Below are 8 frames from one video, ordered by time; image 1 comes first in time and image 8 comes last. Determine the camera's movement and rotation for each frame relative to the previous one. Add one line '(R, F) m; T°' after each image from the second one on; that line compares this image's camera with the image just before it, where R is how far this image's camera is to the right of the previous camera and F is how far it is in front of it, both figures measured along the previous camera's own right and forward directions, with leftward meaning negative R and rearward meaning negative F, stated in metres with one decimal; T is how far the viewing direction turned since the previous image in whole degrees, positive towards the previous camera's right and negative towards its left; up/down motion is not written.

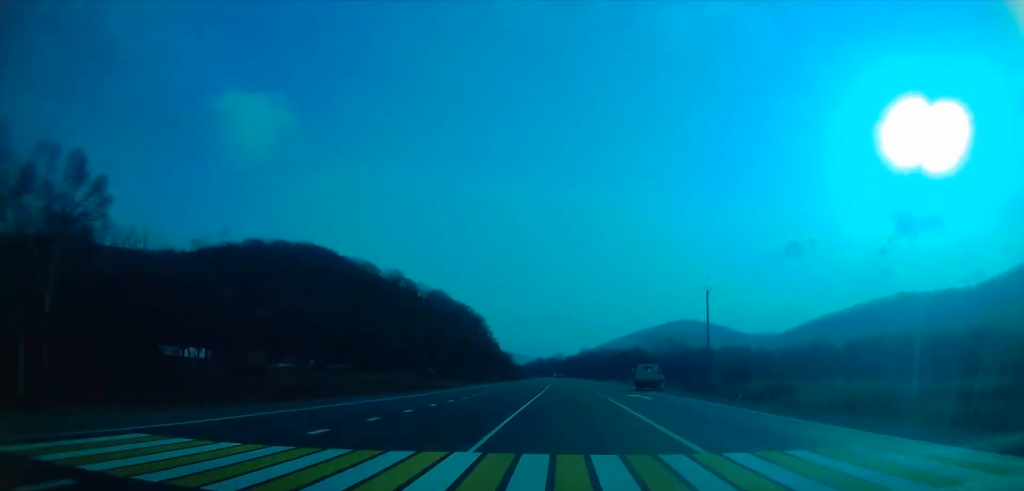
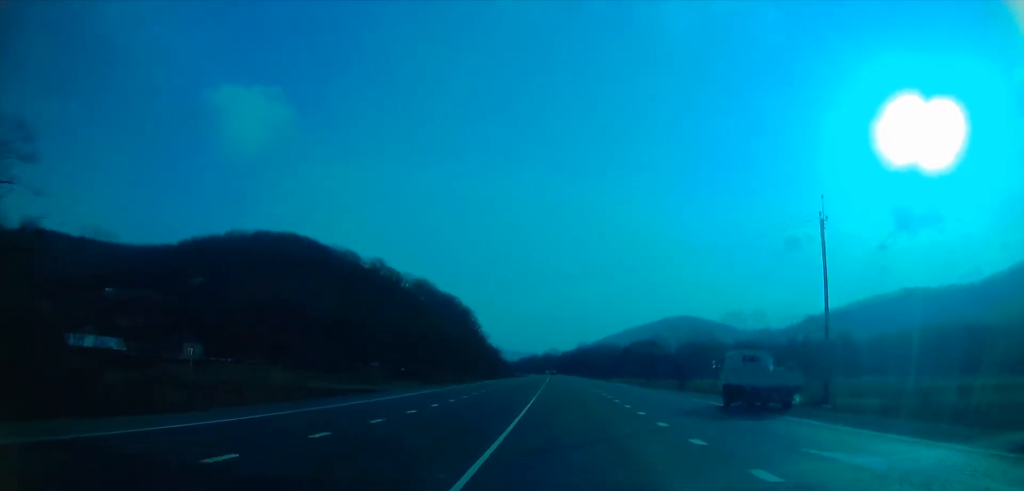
(+0.4, +28.1) m; +1°
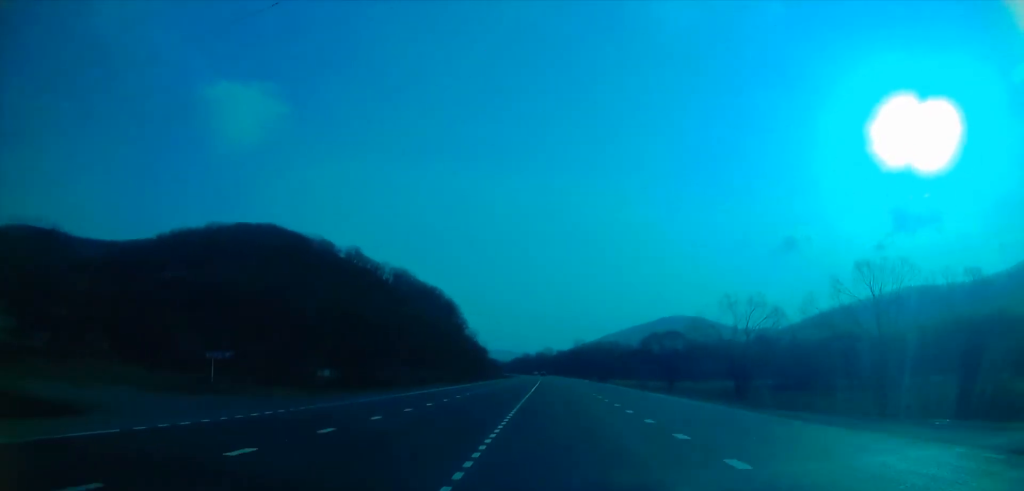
(-0.2, +30.6) m; 0°
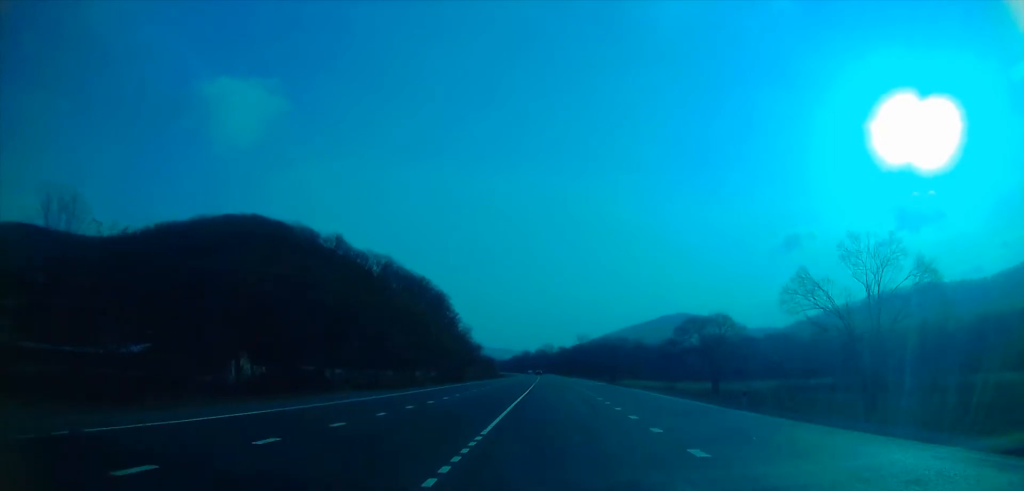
(+0.3, +26.1) m; 0°
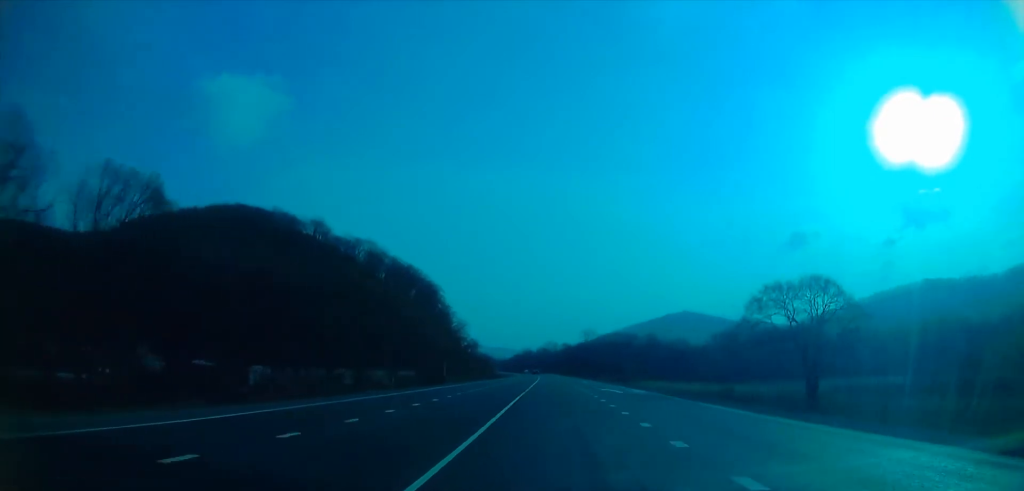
(-0.4, +26.4) m; 0°
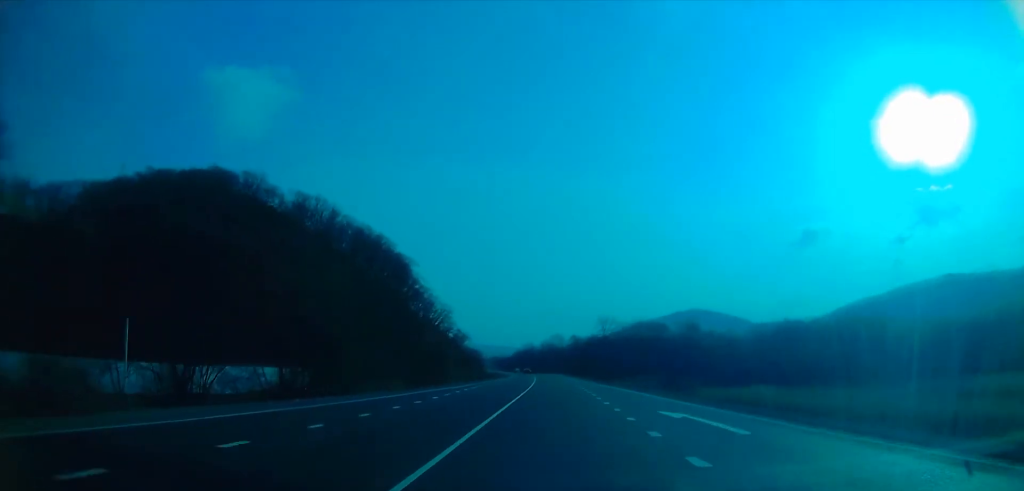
(+0.2, +53.0) m; 0°
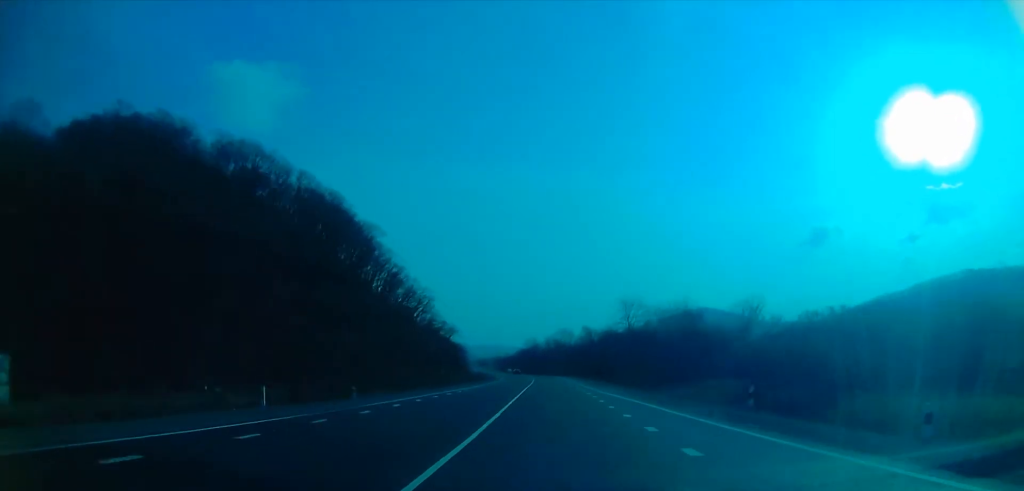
(-0.4, +42.2) m; -1°
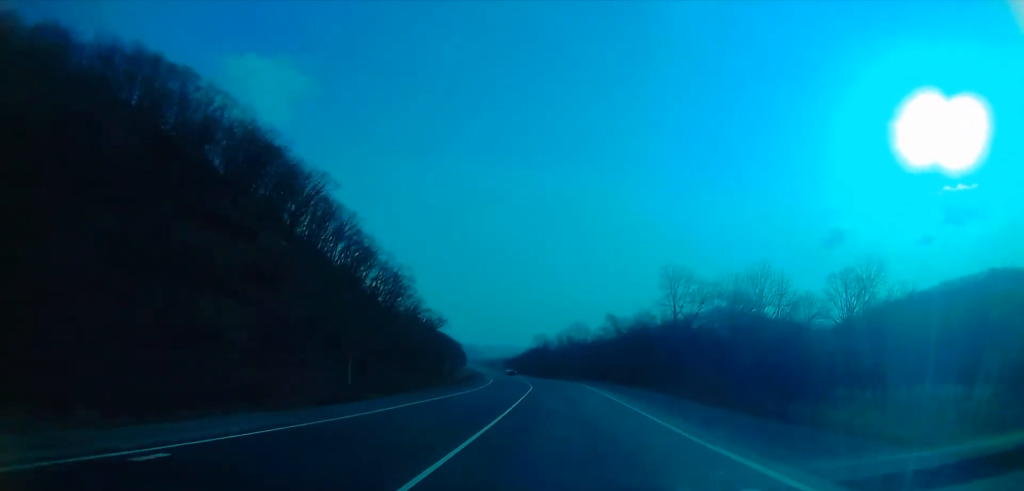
(-0.4, +39.3) m; 0°
